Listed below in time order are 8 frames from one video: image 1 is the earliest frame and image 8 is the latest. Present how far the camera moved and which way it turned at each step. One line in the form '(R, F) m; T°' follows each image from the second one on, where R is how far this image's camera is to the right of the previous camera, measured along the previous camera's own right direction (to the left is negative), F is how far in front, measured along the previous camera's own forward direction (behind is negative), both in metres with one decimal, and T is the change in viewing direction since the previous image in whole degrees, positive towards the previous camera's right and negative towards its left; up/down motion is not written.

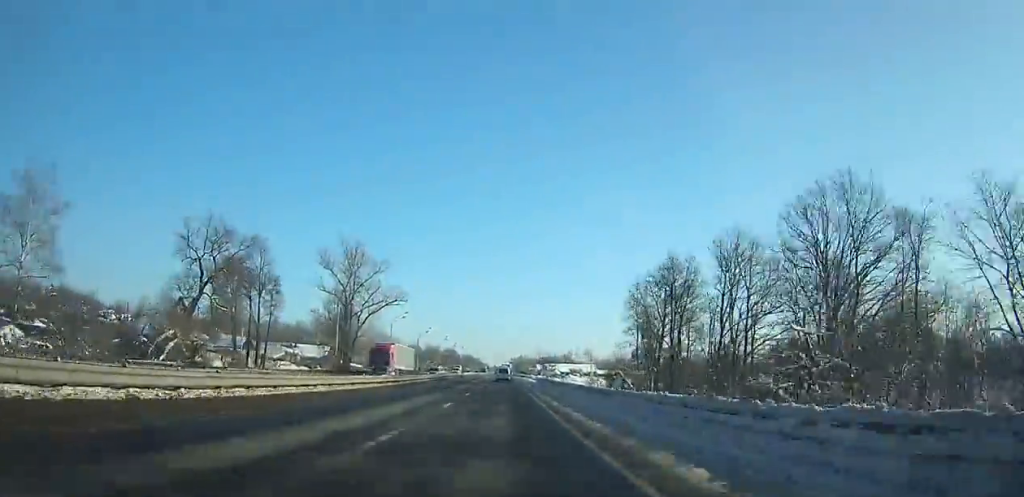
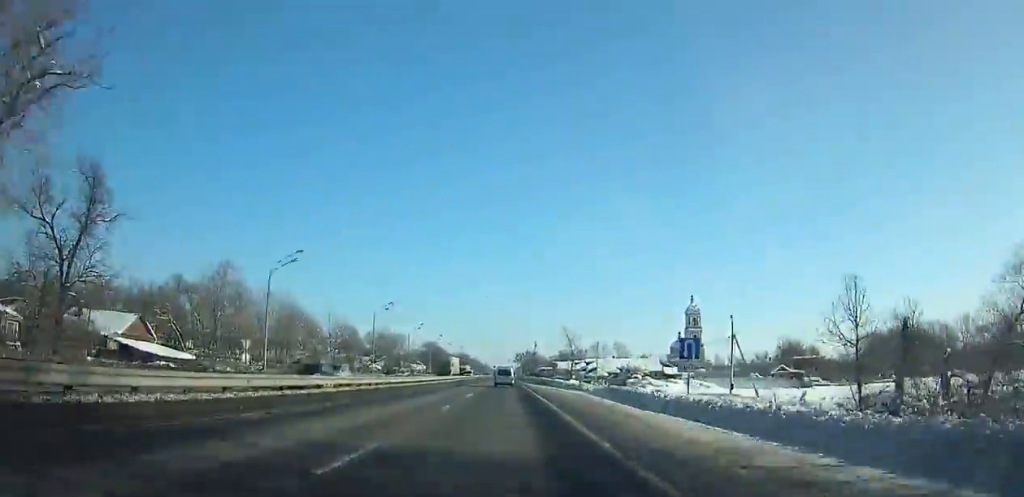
(-0.2, +85.1) m; 0°
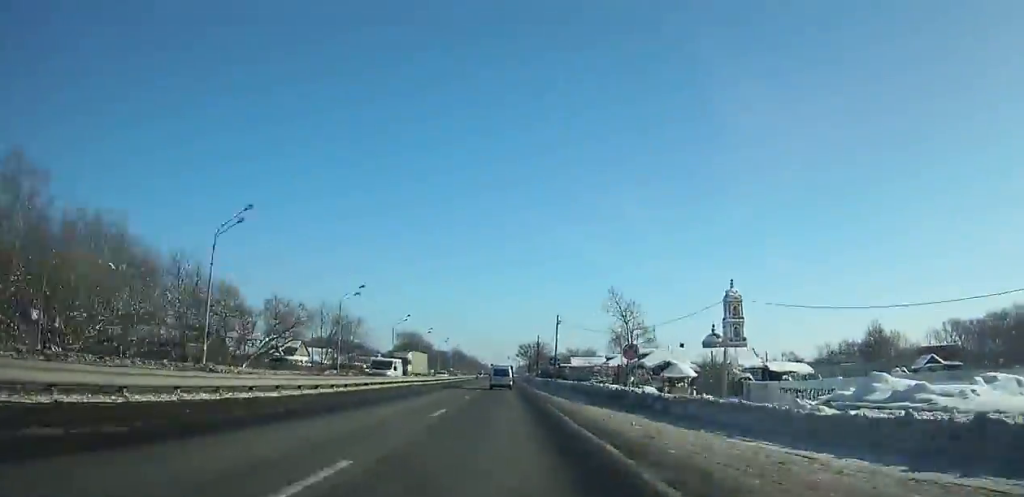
(0.0, +51.1) m; 0°
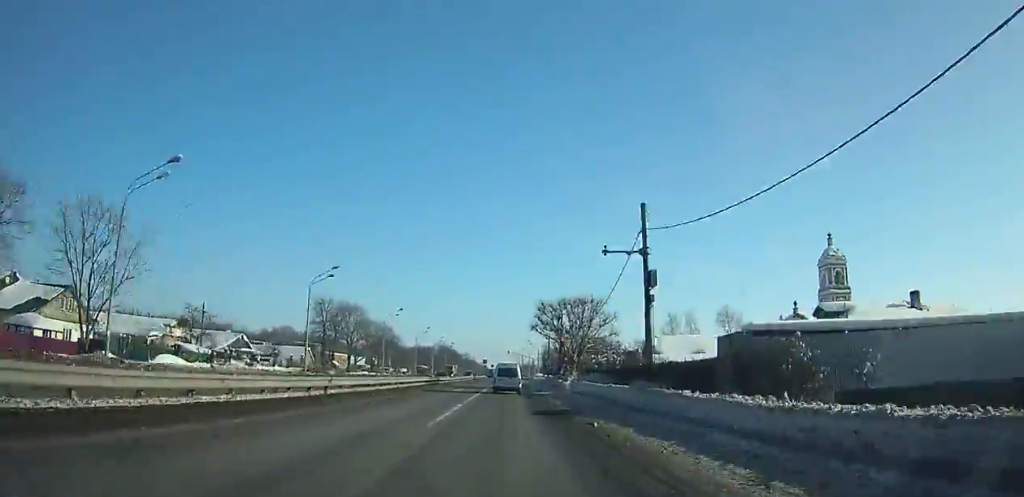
(+0.4, +75.6) m; 0°
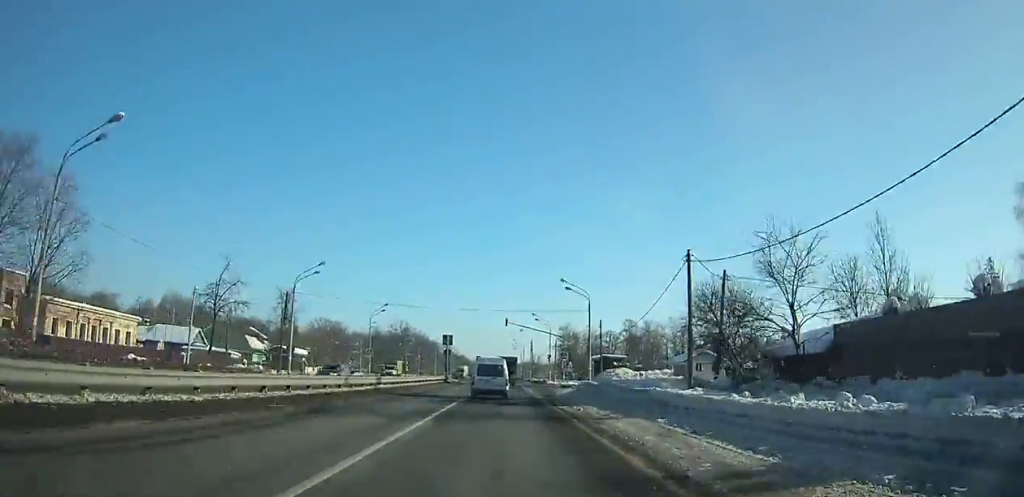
(-0.6, +91.2) m; -1°
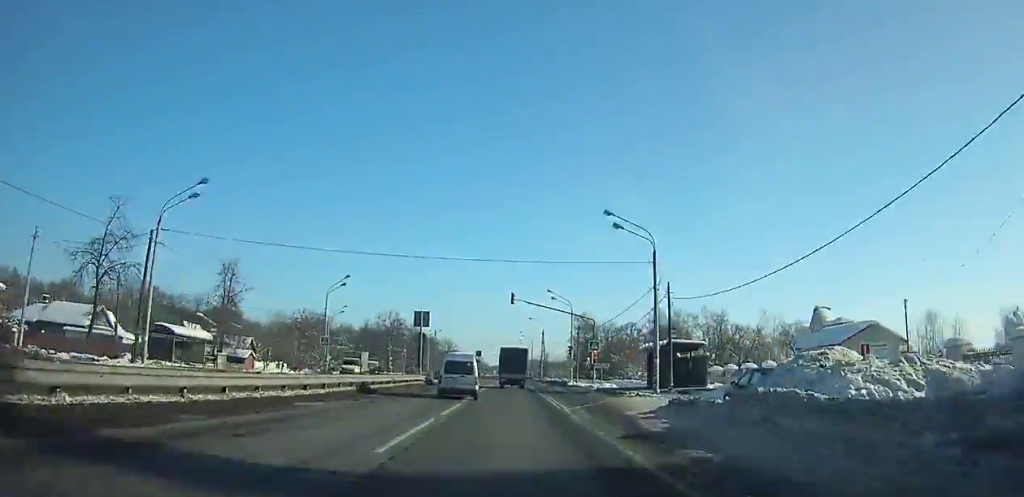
(0.0, +22.8) m; 0°
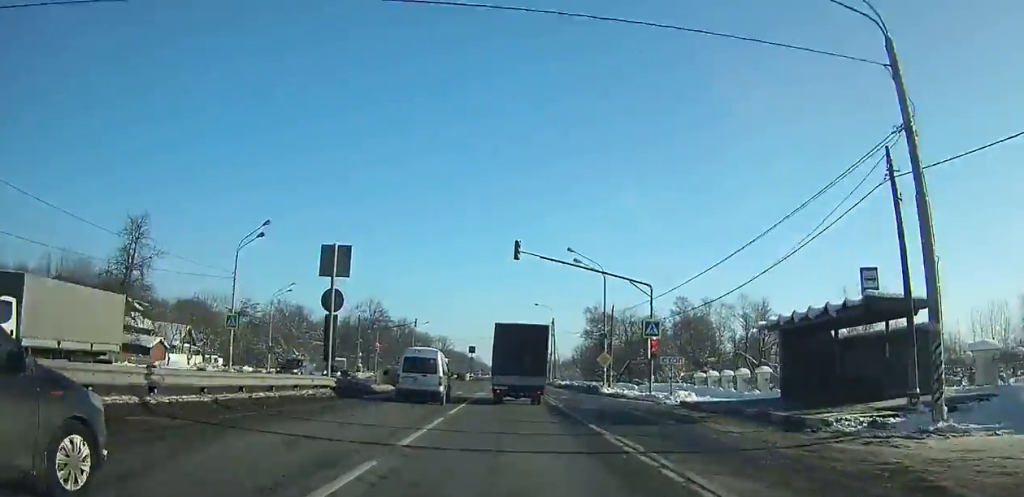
(0.0, +20.7) m; 0°
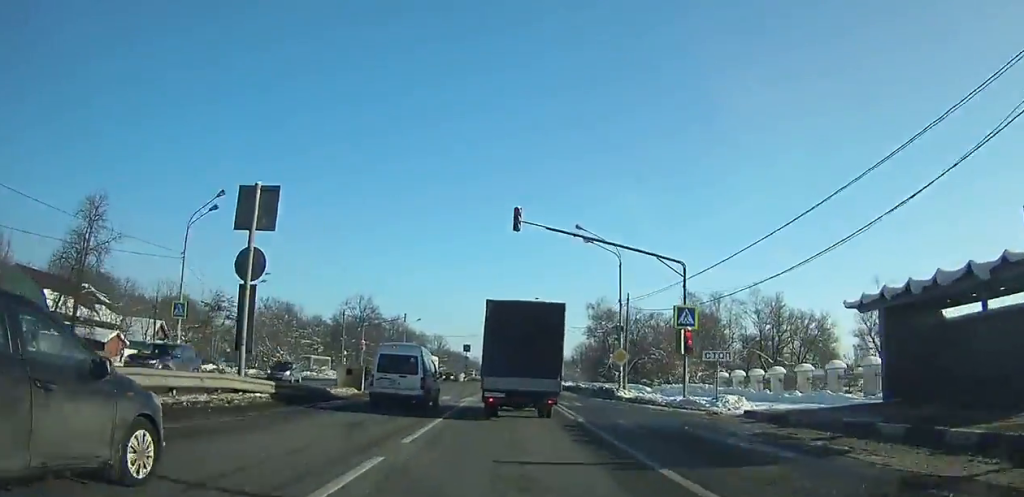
(0.0, +6.4) m; 0°
